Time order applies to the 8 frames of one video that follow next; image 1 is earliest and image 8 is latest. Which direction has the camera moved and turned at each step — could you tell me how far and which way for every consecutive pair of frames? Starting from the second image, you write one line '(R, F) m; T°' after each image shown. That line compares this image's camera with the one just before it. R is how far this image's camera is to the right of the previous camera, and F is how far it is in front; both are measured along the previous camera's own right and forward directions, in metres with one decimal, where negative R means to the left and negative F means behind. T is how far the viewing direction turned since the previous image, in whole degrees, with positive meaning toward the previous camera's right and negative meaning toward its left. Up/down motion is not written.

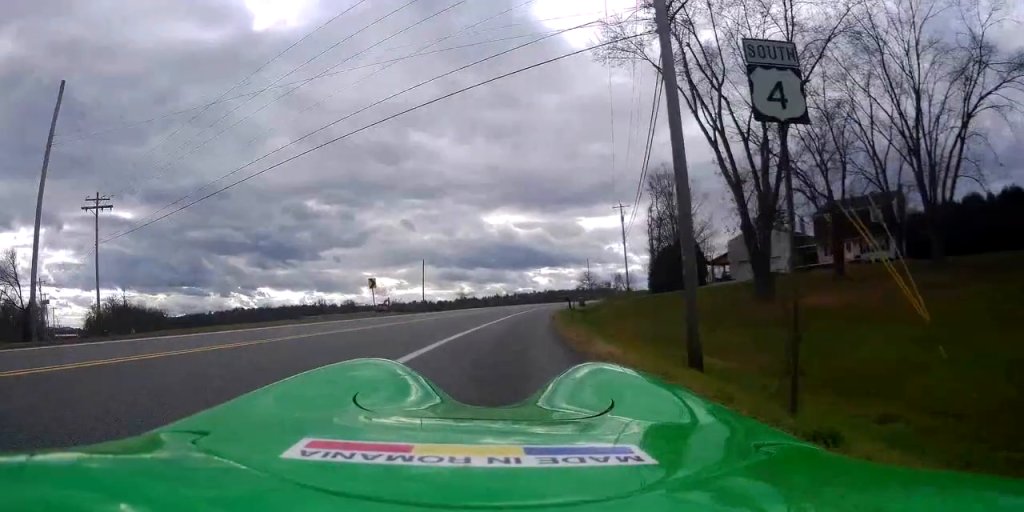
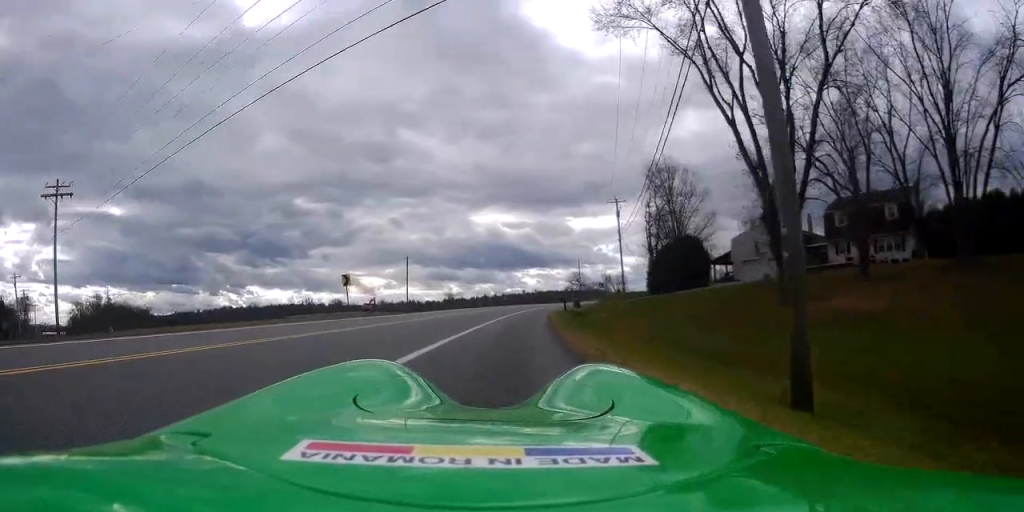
(+0.1, +4.3) m; 0°
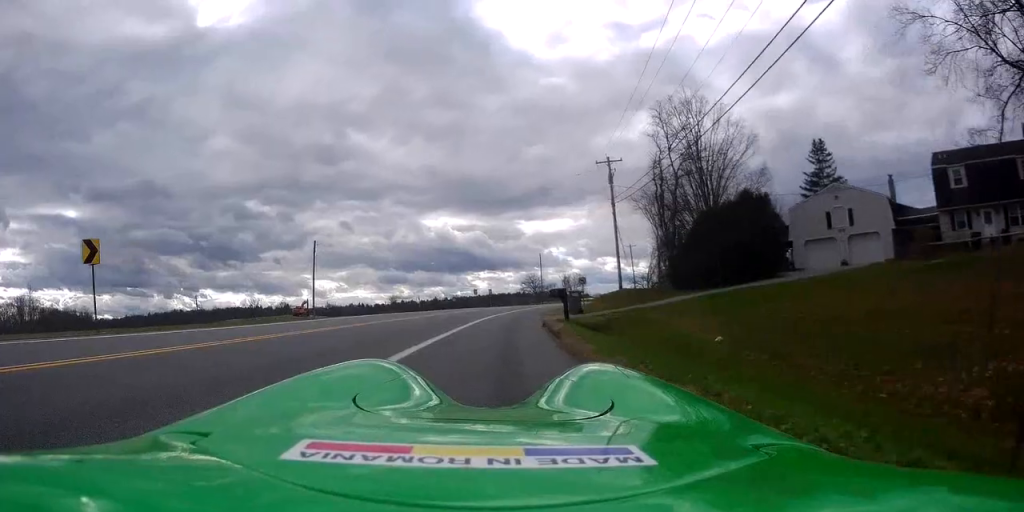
(+0.1, +22.9) m; +5°
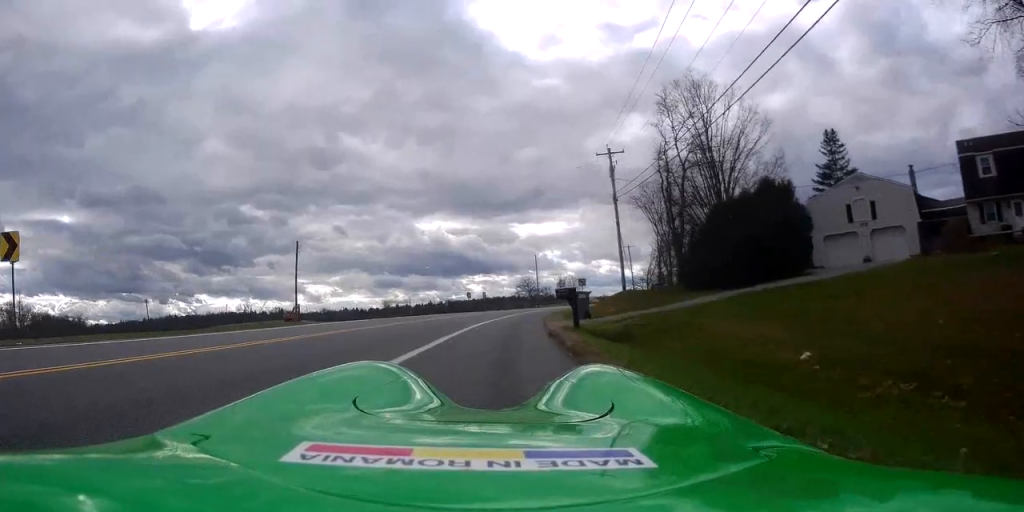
(+0.1, +3.7) m; +2°
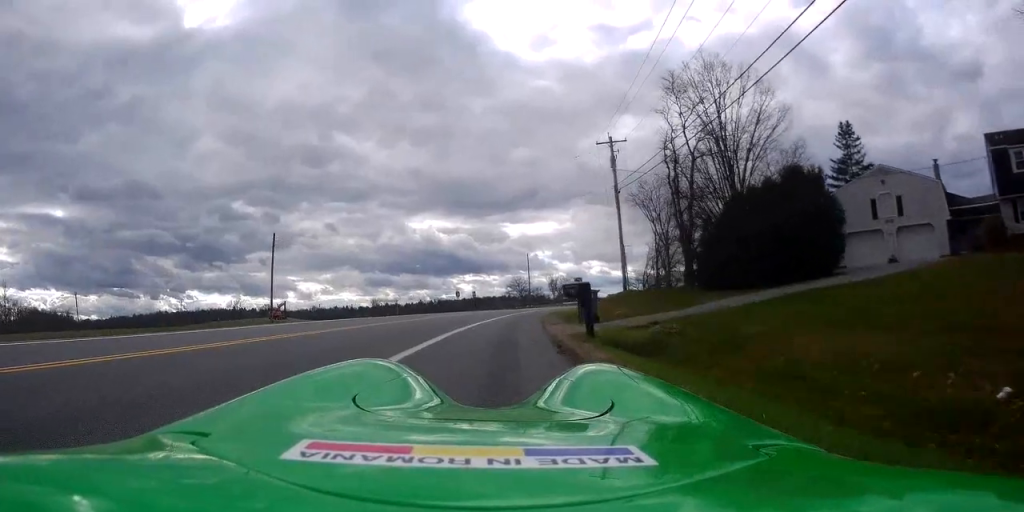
(+0.1, +3.7) m; +1°
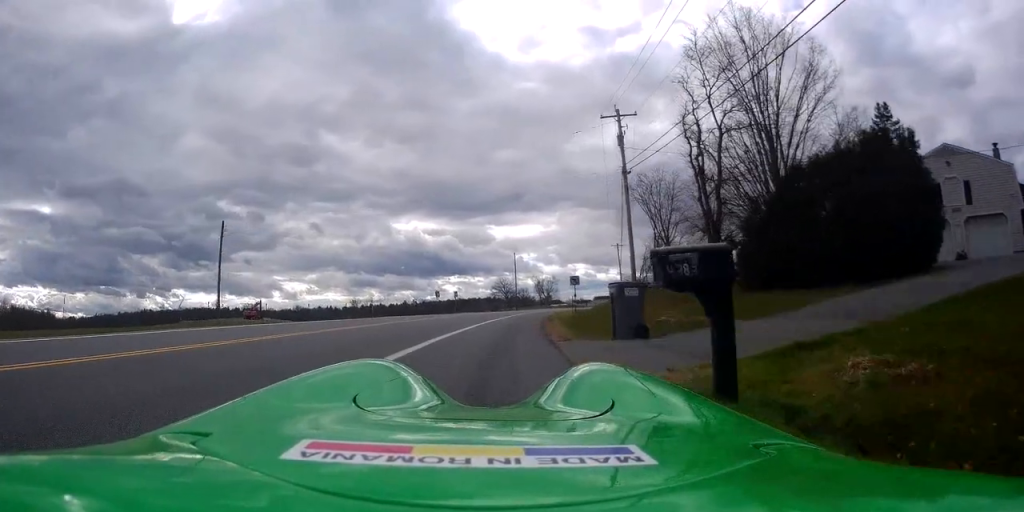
(+0.1, +7.7) m; -1°
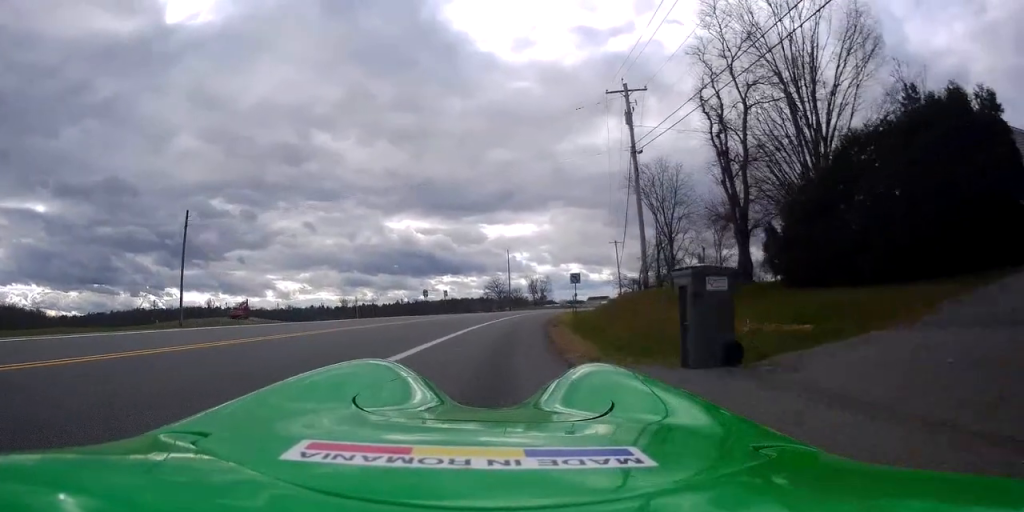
(+0.2, +4.7) m; -2°
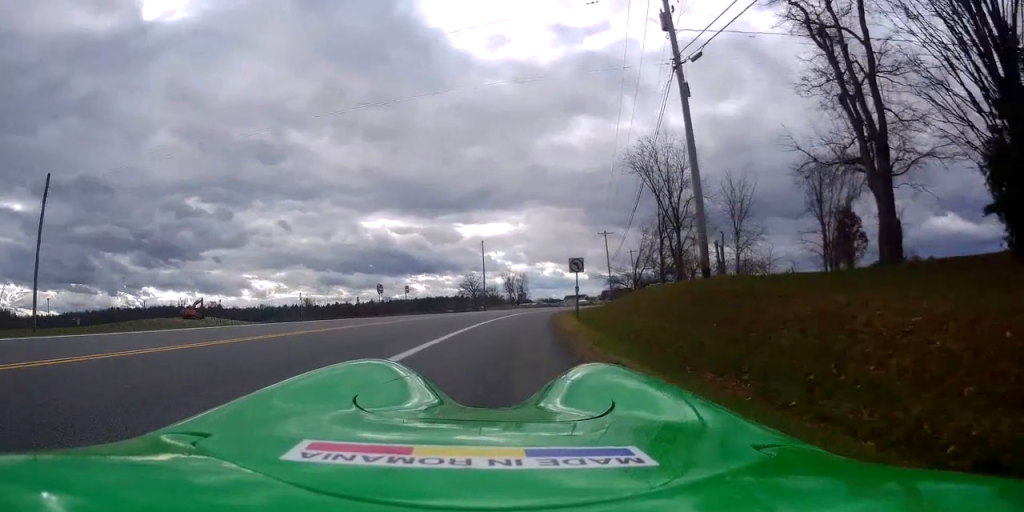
(-0.3, +12.7) m; +4°
